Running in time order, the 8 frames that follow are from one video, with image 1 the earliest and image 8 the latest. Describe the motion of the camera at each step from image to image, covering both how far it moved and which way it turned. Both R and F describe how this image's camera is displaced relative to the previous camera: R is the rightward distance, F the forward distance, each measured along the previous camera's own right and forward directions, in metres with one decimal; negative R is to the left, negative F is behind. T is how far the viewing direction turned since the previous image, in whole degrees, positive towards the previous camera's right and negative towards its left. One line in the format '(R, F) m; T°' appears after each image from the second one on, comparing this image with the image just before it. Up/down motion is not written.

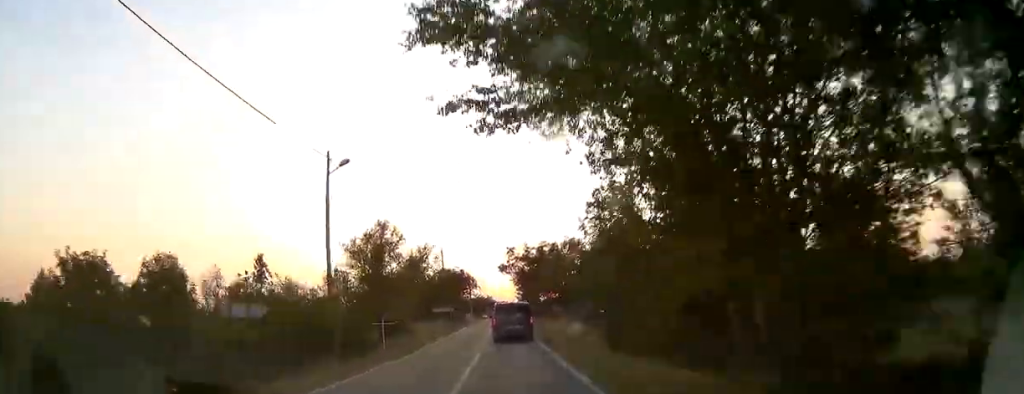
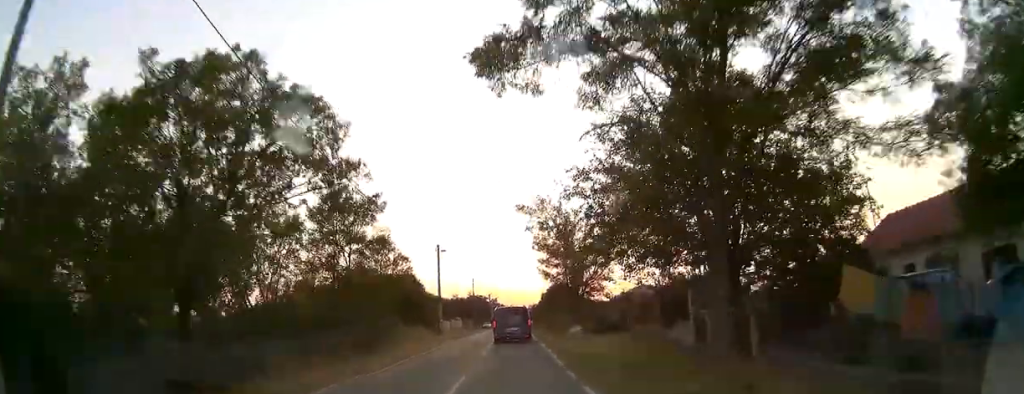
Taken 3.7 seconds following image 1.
(-0.4, +51.3) m; -1°
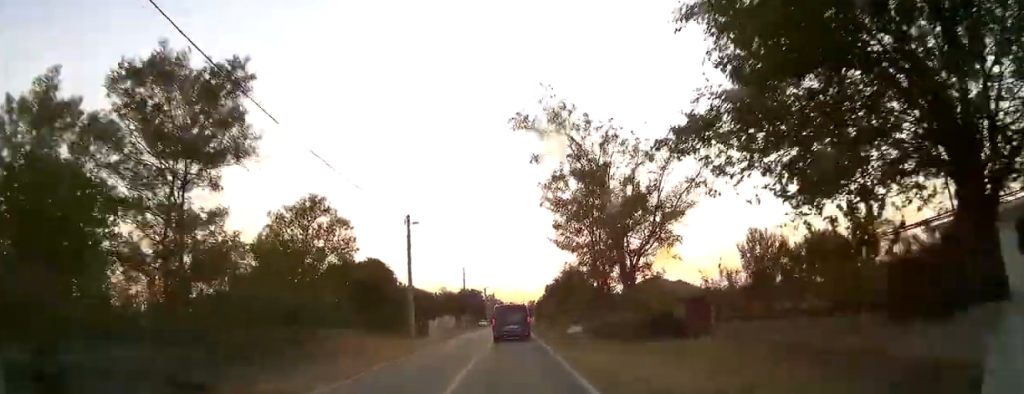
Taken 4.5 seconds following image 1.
(0.0, +12.3) m; 0°
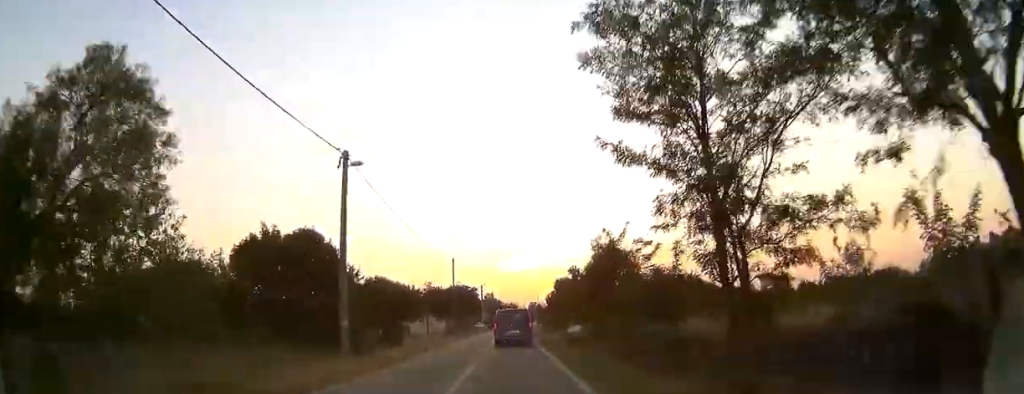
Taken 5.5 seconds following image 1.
(0.0, +13.4) m; 0°
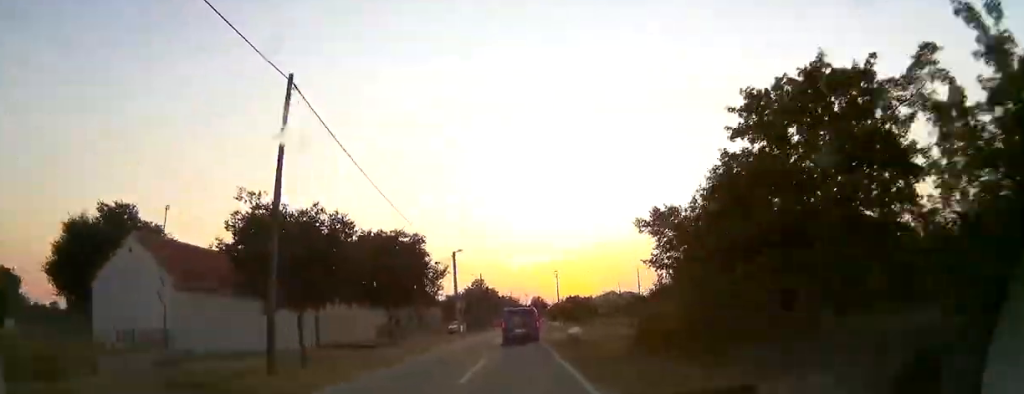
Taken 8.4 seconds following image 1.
(0.0, +42.3) m; 0°
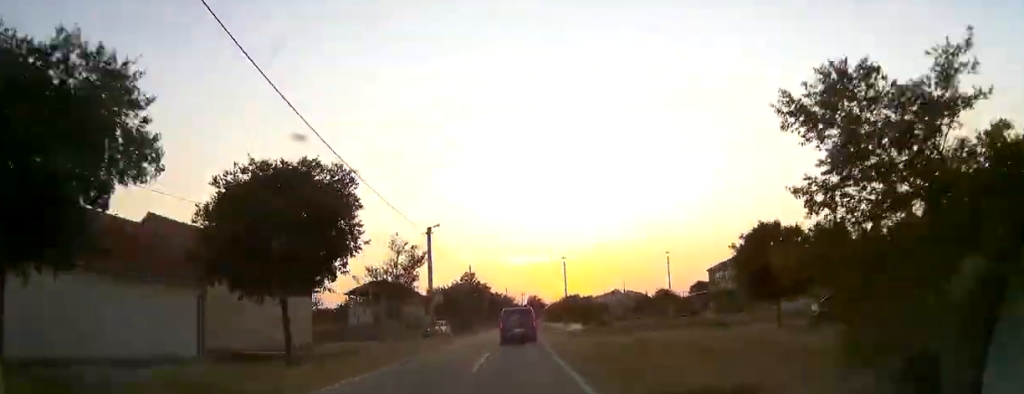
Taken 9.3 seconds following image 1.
(0.0, +12.7) m; 0°
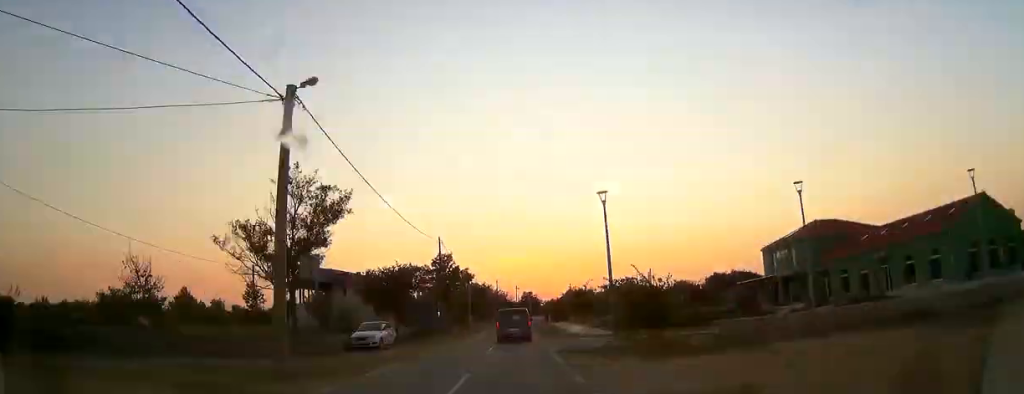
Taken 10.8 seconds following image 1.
(0.0, +22.4) m; +1°
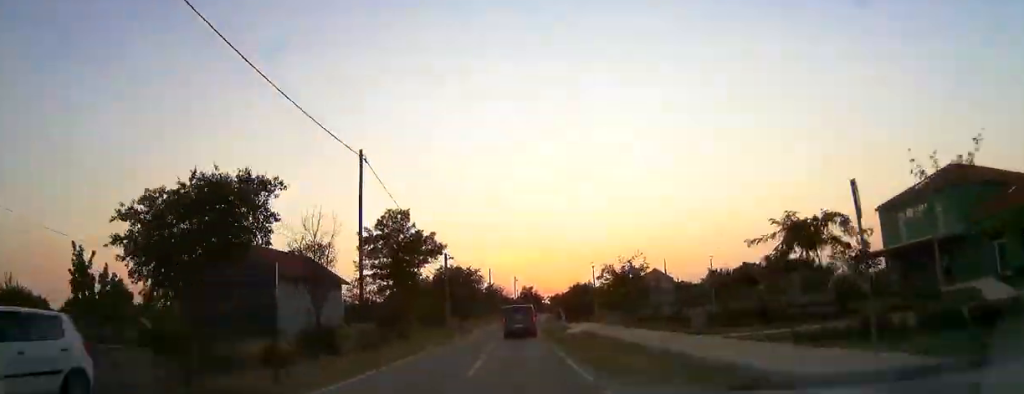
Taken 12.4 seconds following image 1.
(+0.3, +23.8) m; +1°
